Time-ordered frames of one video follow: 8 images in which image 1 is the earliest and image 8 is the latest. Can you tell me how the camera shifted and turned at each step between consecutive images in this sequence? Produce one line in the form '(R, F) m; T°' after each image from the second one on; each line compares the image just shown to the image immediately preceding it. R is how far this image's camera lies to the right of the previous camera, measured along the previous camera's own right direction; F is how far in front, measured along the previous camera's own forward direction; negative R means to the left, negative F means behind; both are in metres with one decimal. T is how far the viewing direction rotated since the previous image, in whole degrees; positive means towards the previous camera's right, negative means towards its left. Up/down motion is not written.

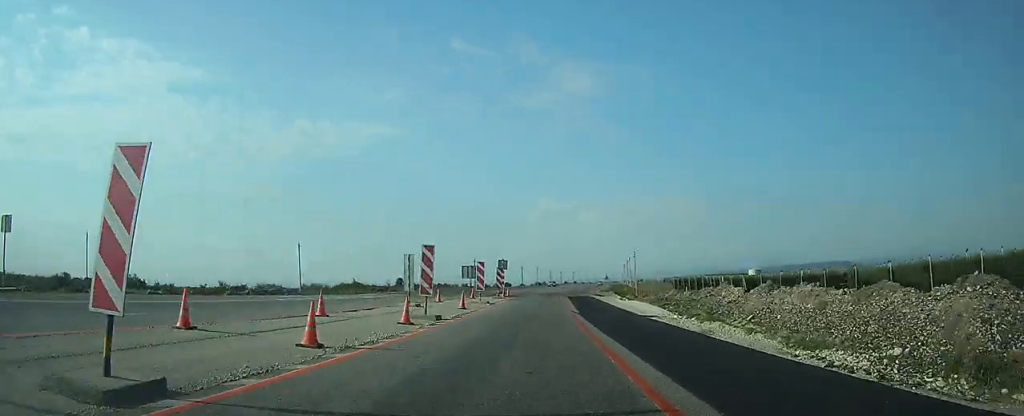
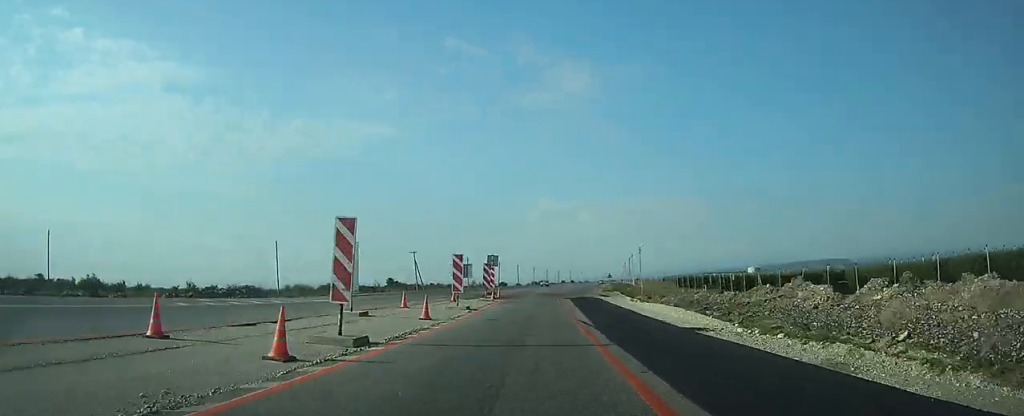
(0.0, +8.4) m; 0°
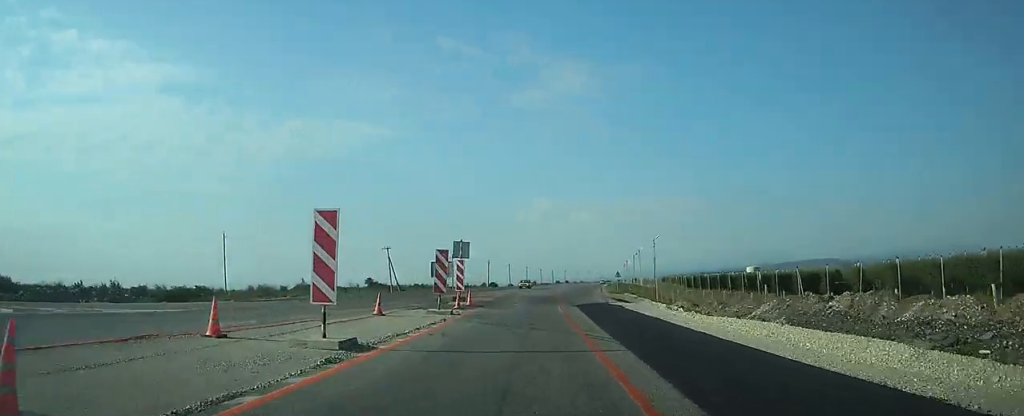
(0.0, +16.1) m; 0°
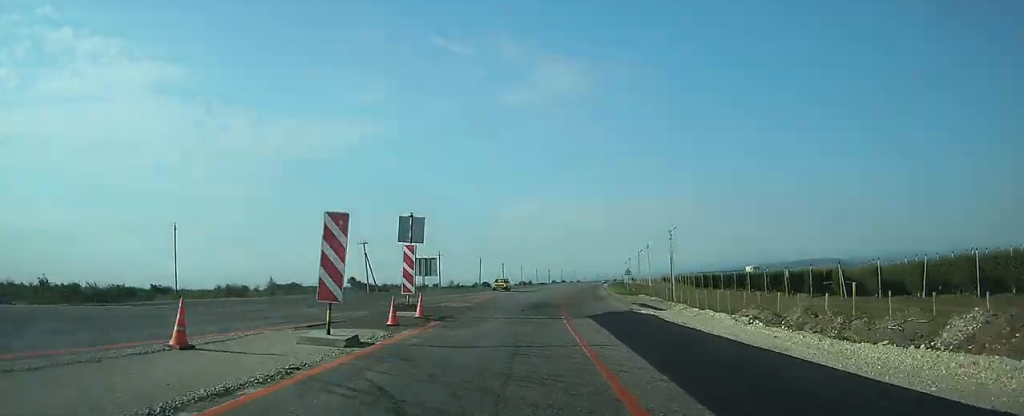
(+0.1, +11.9) m; 0°
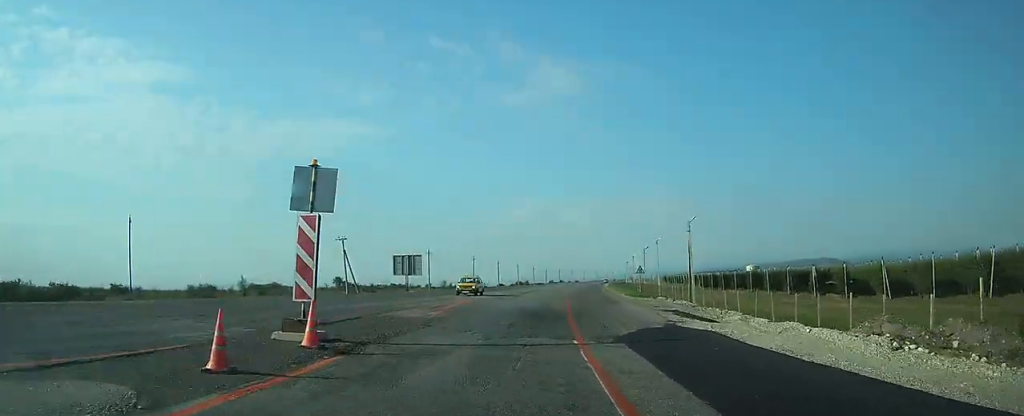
(0.0, +9.1) m; 0°
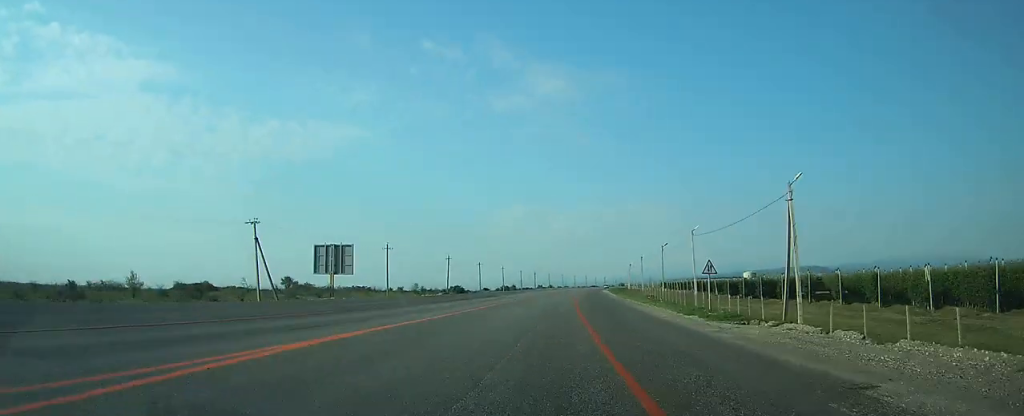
(+0.1, +24.3) m; +1°
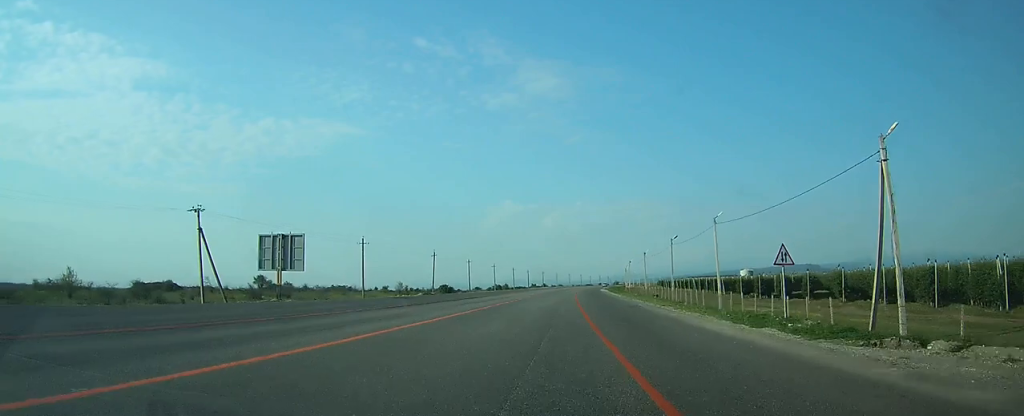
(0.0, +9.7) m; 0°
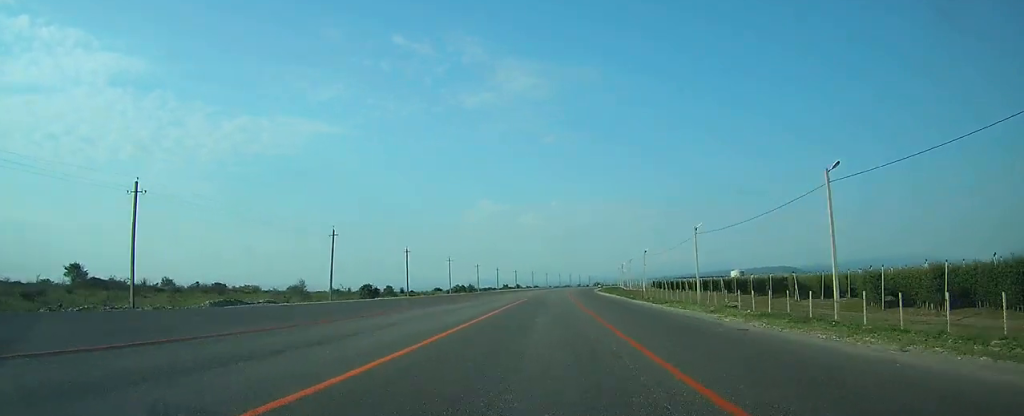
(+0.7, +44.8) m; +2°
